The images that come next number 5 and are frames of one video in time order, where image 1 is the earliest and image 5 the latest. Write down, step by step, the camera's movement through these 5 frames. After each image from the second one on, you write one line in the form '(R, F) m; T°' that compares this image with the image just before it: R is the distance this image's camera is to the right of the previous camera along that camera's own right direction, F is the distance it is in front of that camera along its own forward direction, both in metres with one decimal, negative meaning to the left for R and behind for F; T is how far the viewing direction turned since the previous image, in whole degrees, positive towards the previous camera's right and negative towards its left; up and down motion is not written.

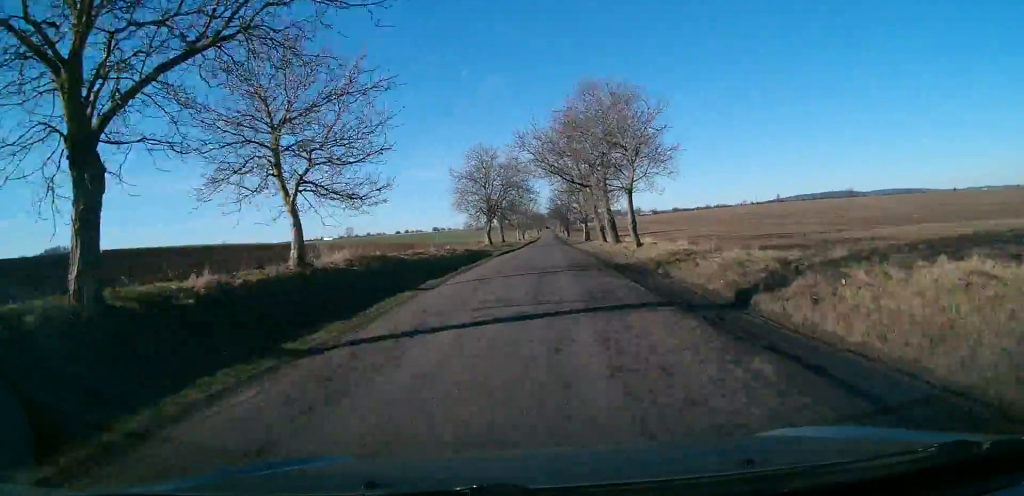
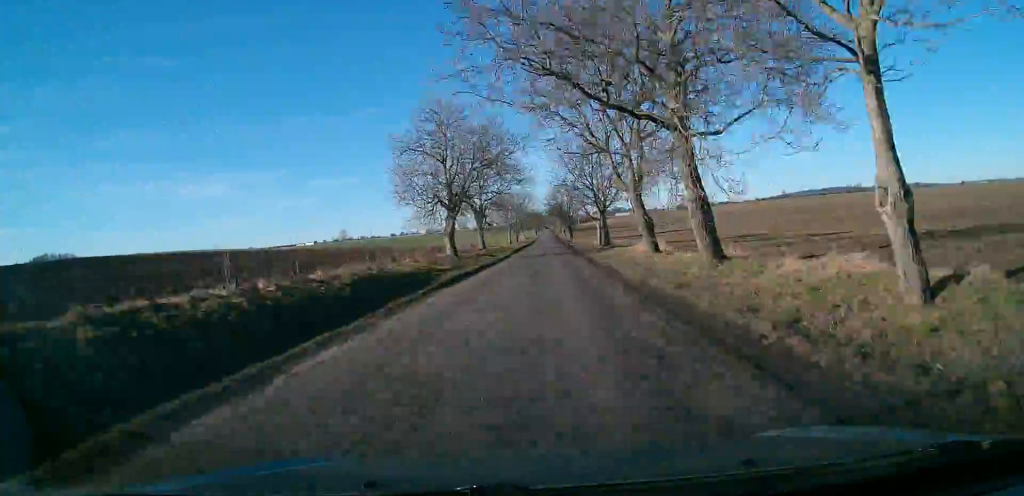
(+0.2, +25.0) m; +1°
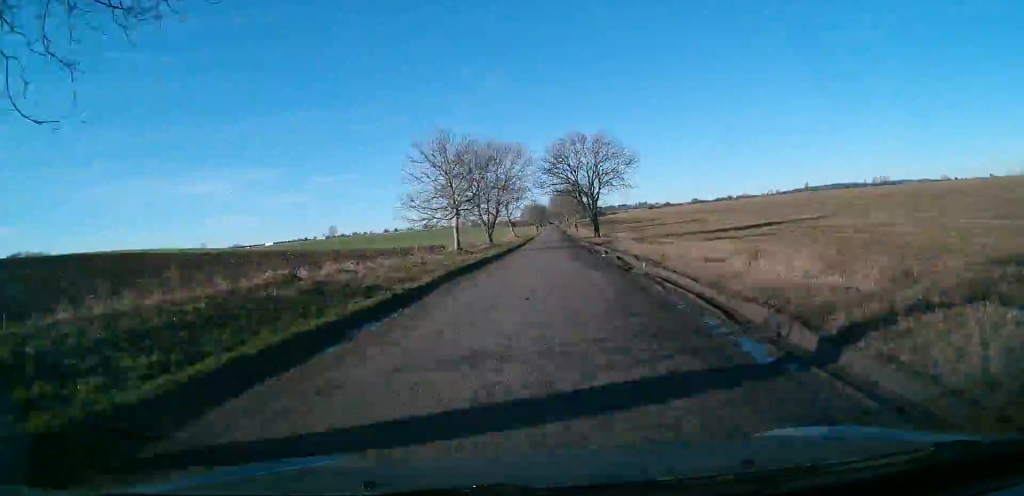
(-0.6, +59.3) m; -1°
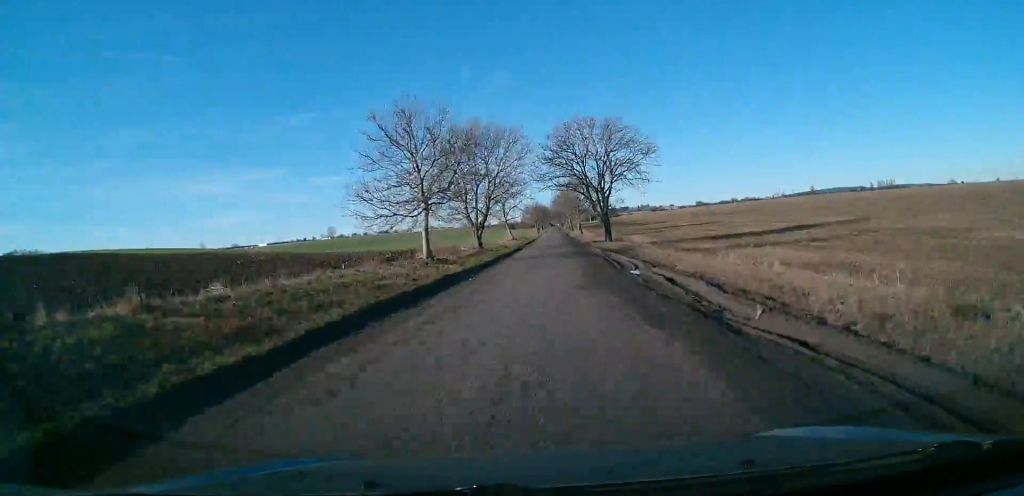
(-0.1, +10.8) m; +1°
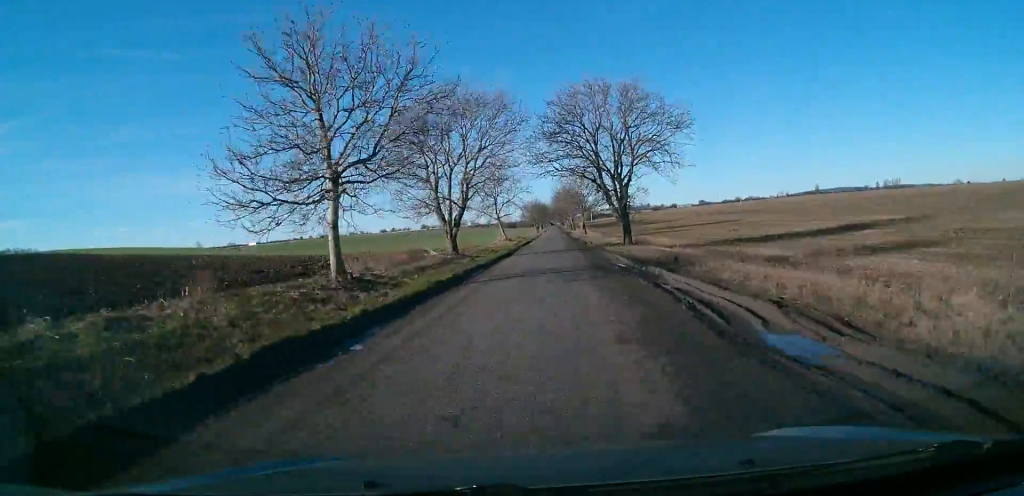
(0.0, +13.3) m; 0°
